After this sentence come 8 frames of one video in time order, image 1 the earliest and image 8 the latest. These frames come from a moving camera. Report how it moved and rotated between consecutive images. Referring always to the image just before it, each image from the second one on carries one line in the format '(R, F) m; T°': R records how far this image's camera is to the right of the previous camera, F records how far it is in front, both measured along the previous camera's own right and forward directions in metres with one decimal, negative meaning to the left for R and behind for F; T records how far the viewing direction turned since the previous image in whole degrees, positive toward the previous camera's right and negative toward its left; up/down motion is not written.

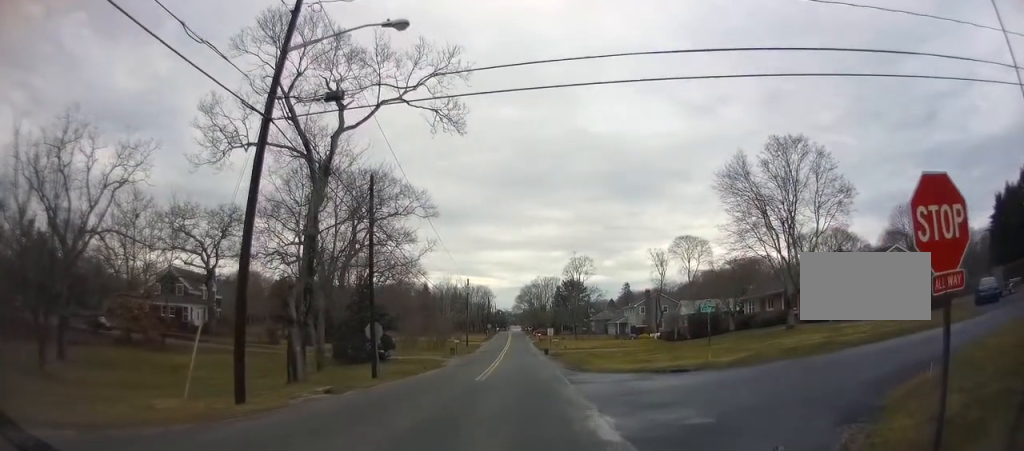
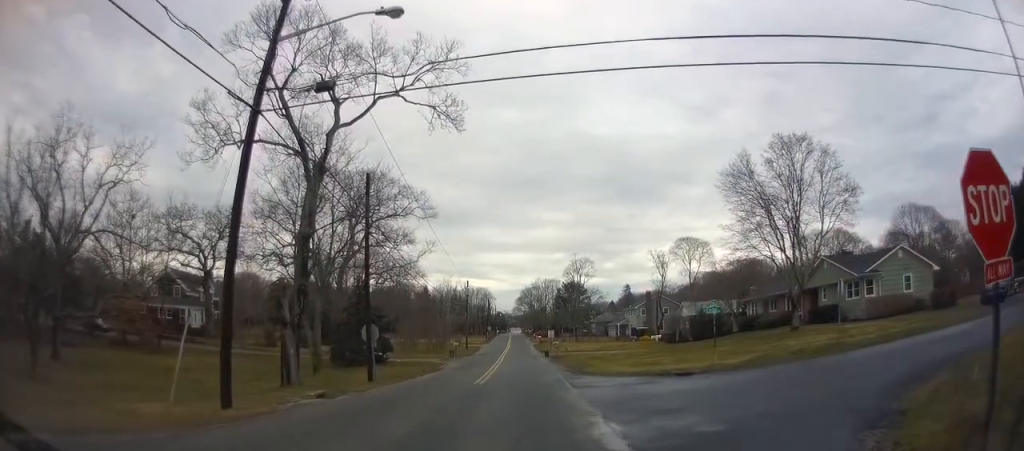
(0.0, +0.8) m; +4°
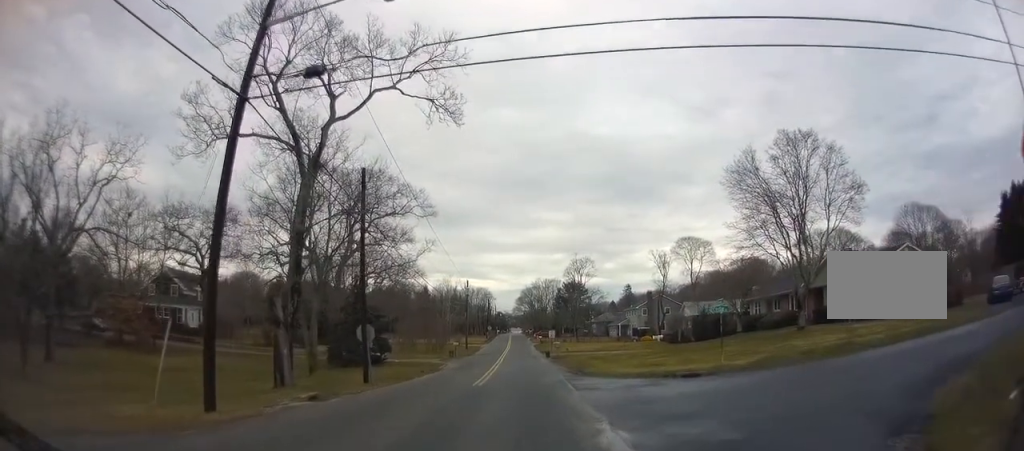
(0.0, +1.0) m; +1°
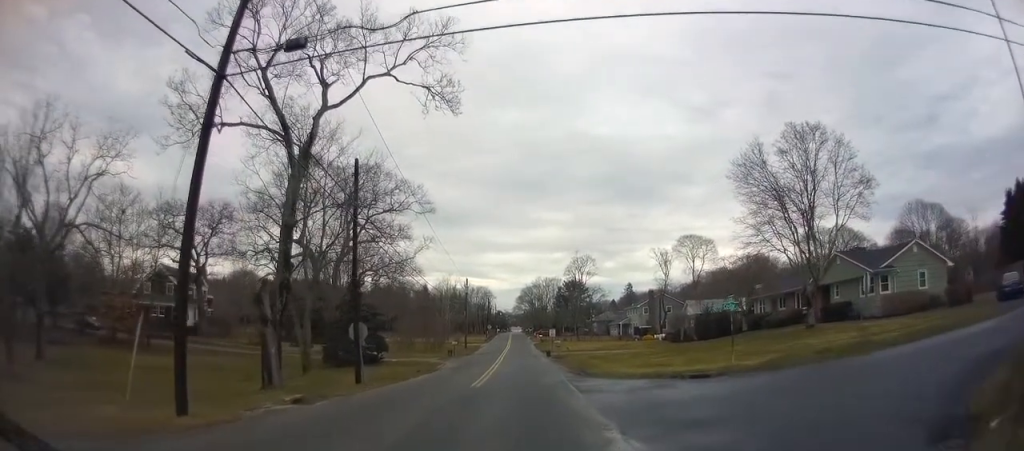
(+0.1, +1.3) m; 0°
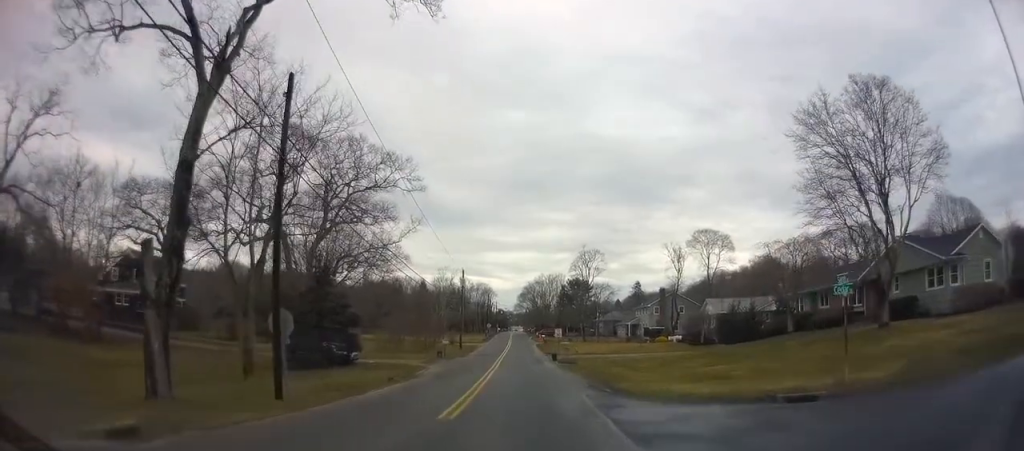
(-0.2, +8.4) m; -3°
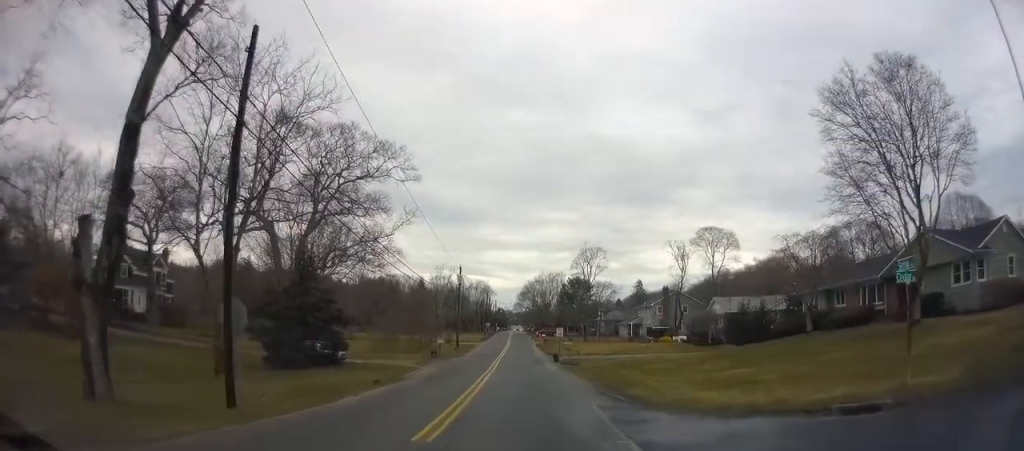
(0.0, +2.7) m; 0°
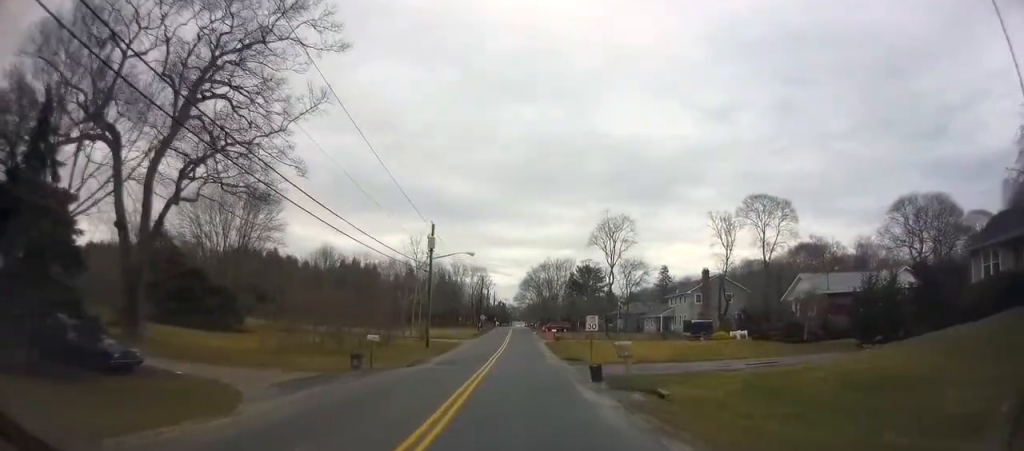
(+0.6, +22.3) m; +1°
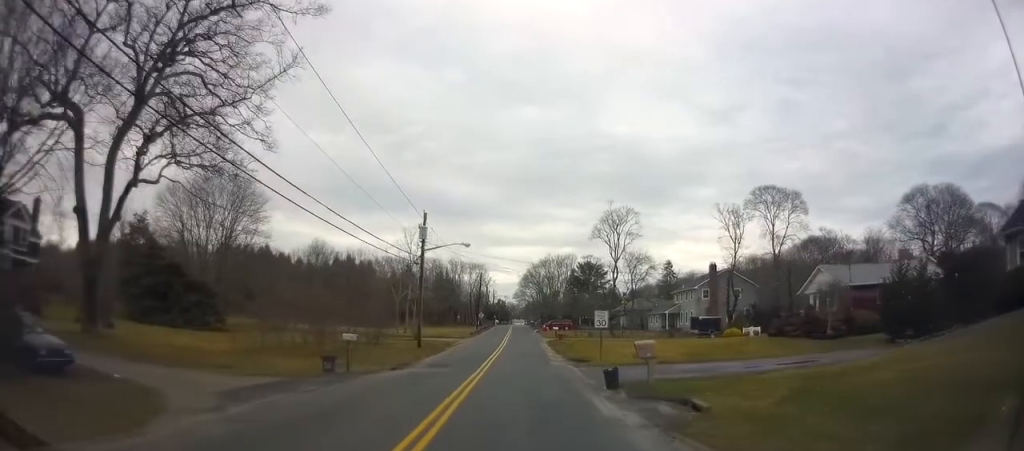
(0.0, +3.5) m; 0°
